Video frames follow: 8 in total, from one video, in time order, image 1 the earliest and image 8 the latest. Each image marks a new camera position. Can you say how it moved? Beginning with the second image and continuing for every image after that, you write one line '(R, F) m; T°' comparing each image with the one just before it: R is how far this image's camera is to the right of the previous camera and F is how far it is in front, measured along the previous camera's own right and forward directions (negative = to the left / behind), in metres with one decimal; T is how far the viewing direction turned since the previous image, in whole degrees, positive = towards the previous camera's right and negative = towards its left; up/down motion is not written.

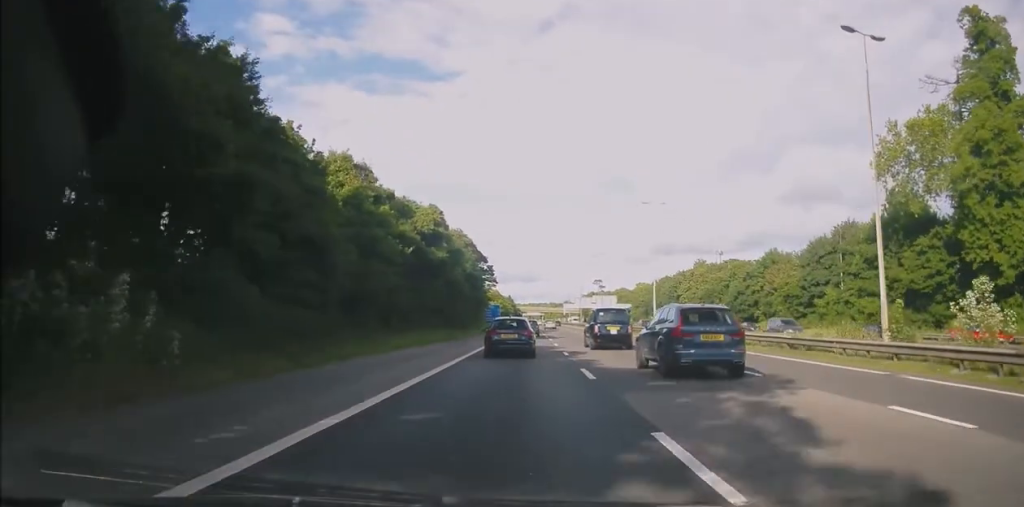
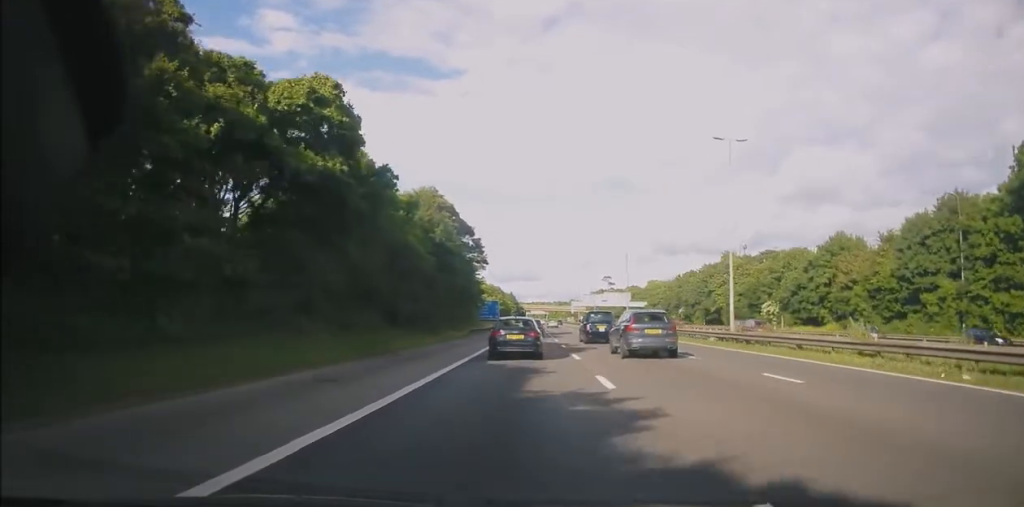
(-0.1, +21.2) m; 0°
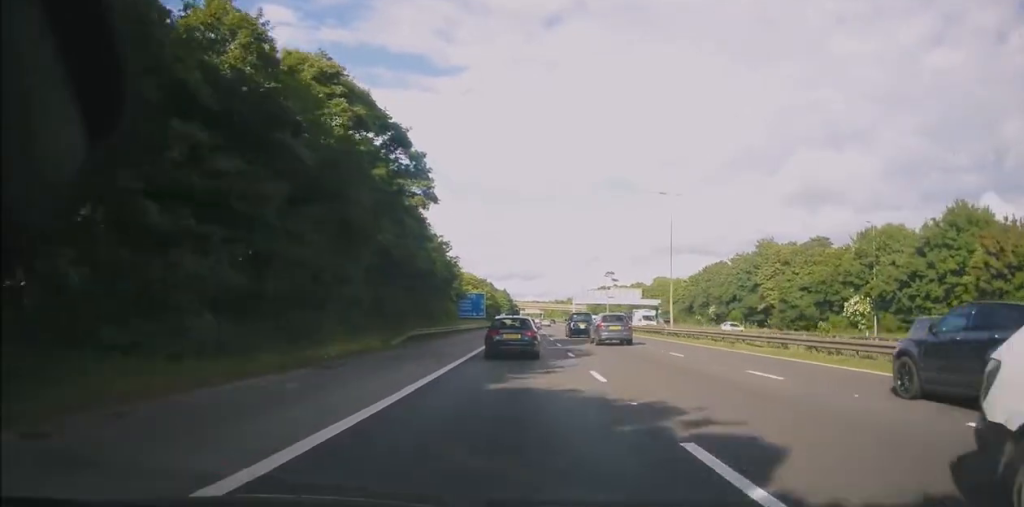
(+0.2, +25.9) m; 0°
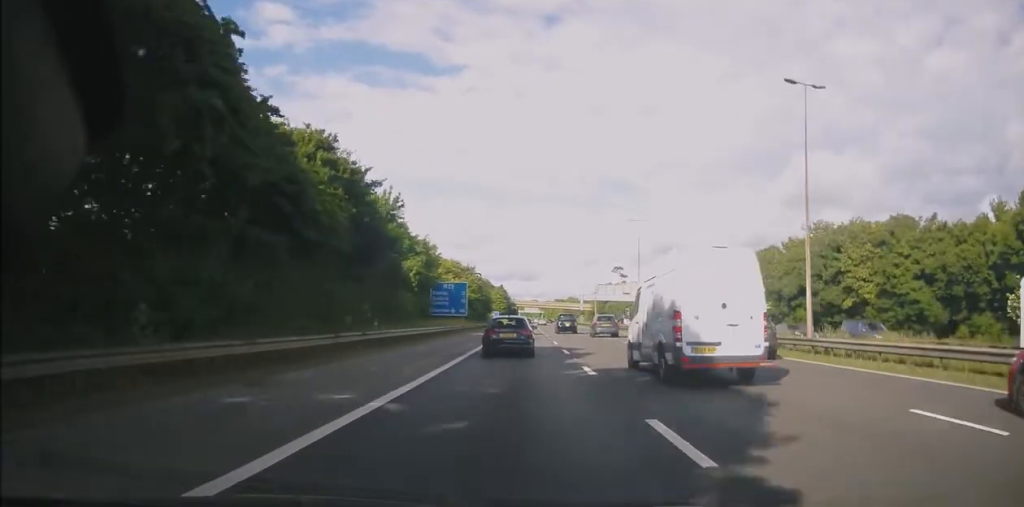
(-0.6, +25.9) m; -2°
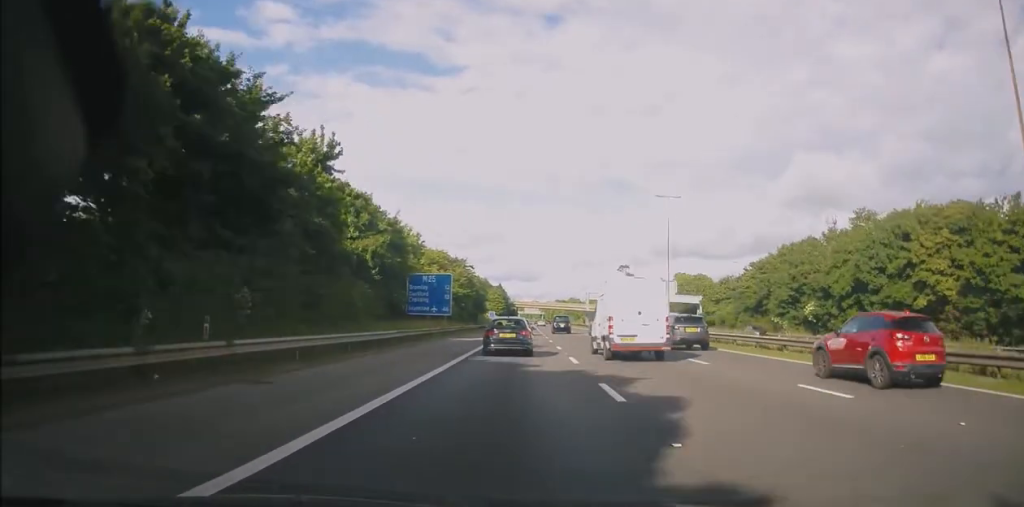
(0.0, +13.7) m; 0°
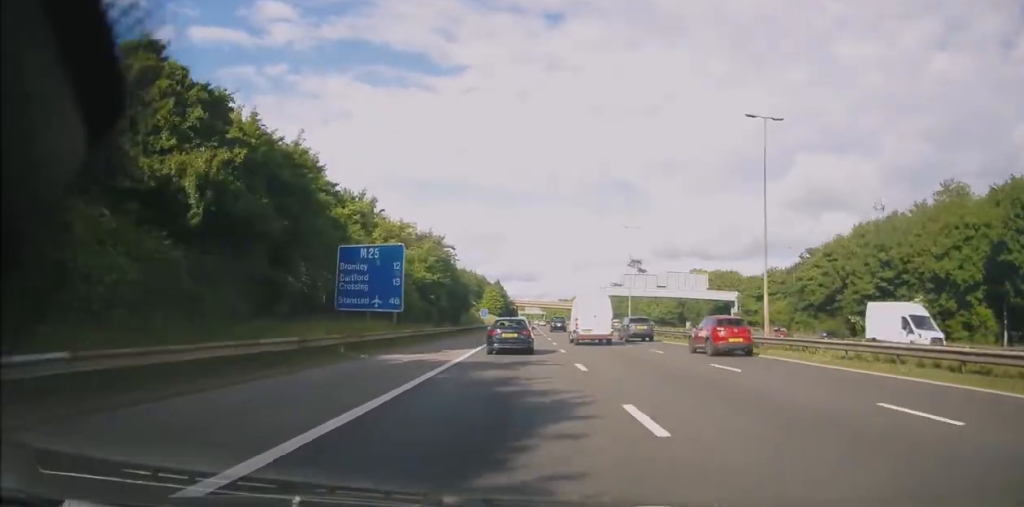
(0.0, +21.3) m; +1°
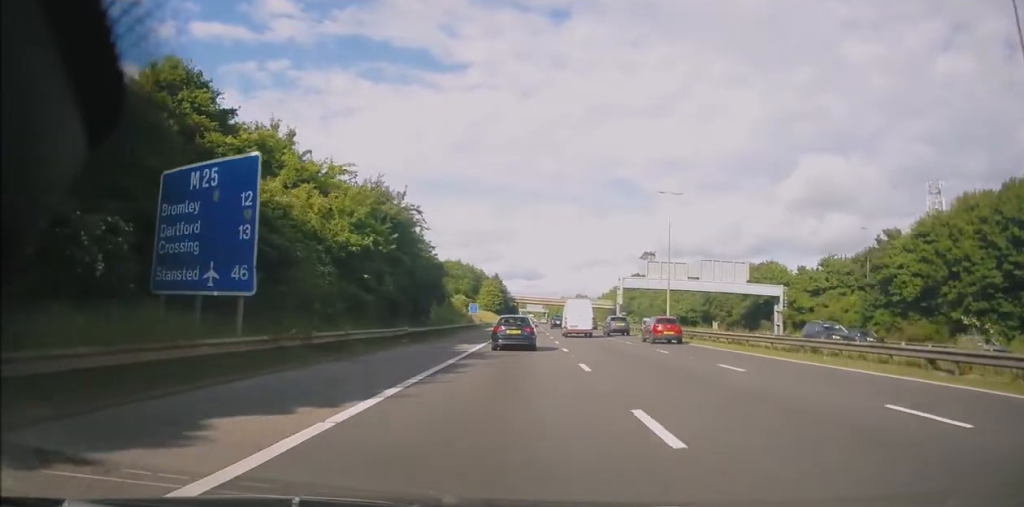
(+0.4, +18.8) m; 0°
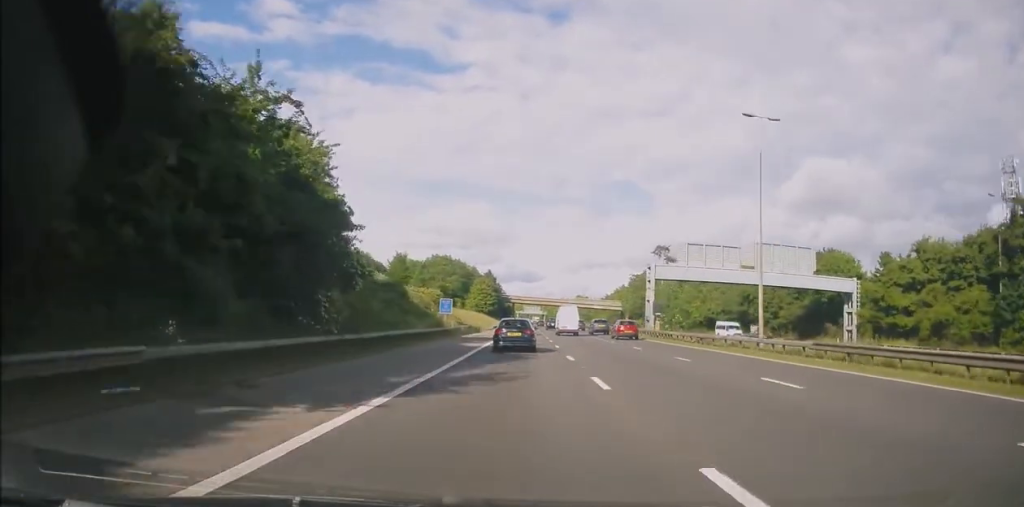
(-0.2, +21.2) m; +1°
